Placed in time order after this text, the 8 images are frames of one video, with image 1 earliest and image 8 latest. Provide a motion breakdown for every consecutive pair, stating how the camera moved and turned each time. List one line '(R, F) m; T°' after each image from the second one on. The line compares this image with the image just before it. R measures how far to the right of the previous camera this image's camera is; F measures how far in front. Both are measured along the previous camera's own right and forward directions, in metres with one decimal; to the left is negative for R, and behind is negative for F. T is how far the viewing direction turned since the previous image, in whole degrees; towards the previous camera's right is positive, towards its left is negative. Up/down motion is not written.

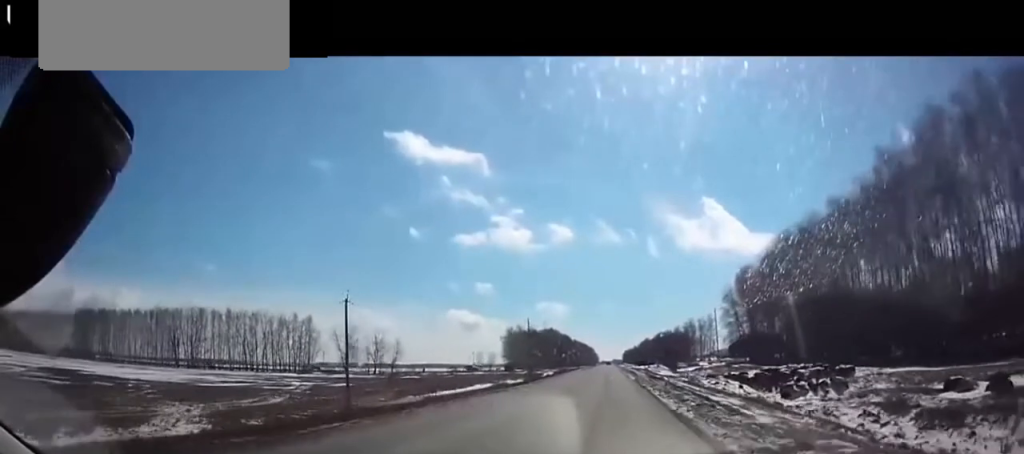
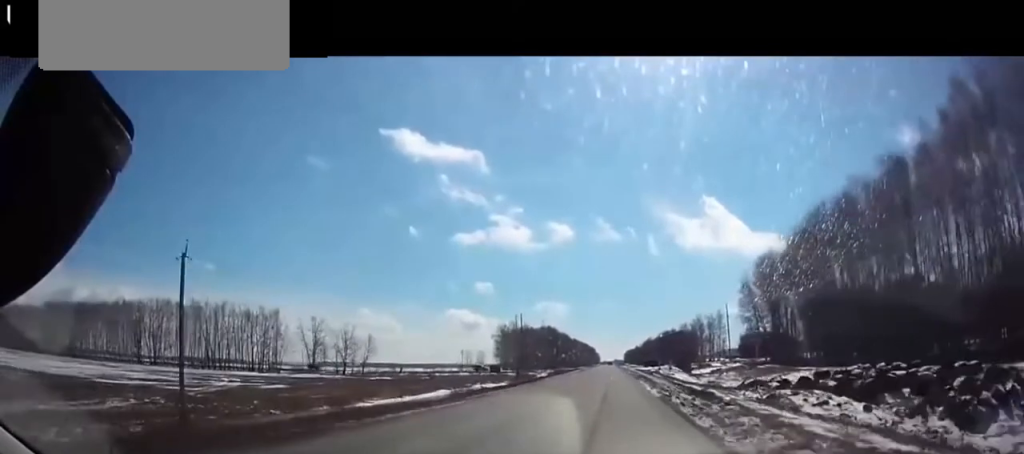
(+0.1, +19.5) m; 0°
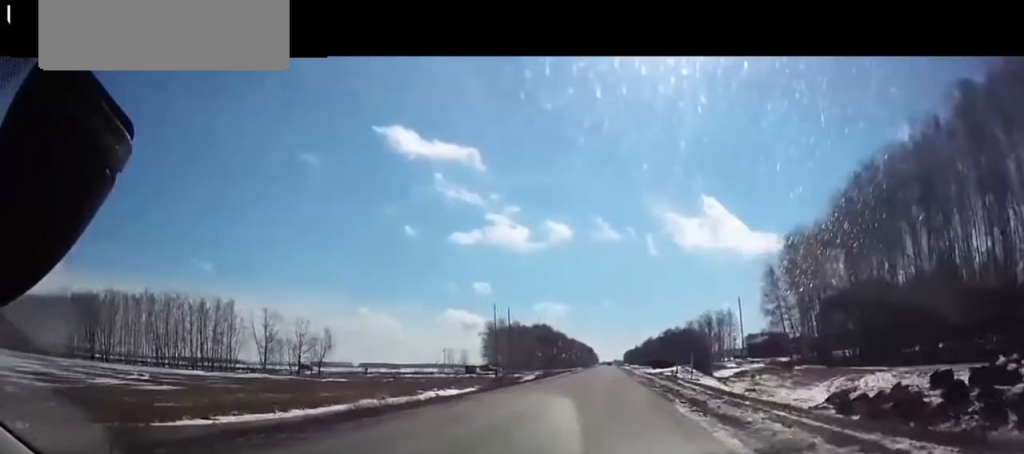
(-0.2, +21.7) m; 0°
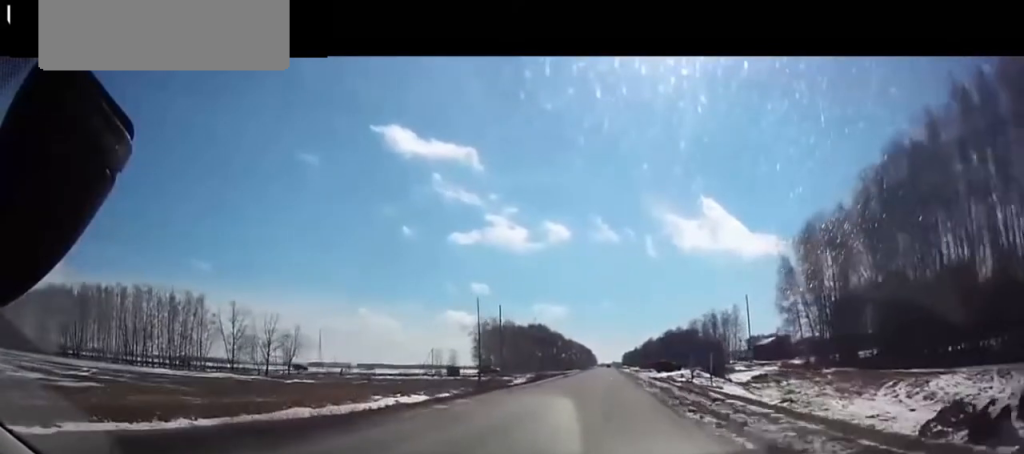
(+0.1, +11.9) m; 0°
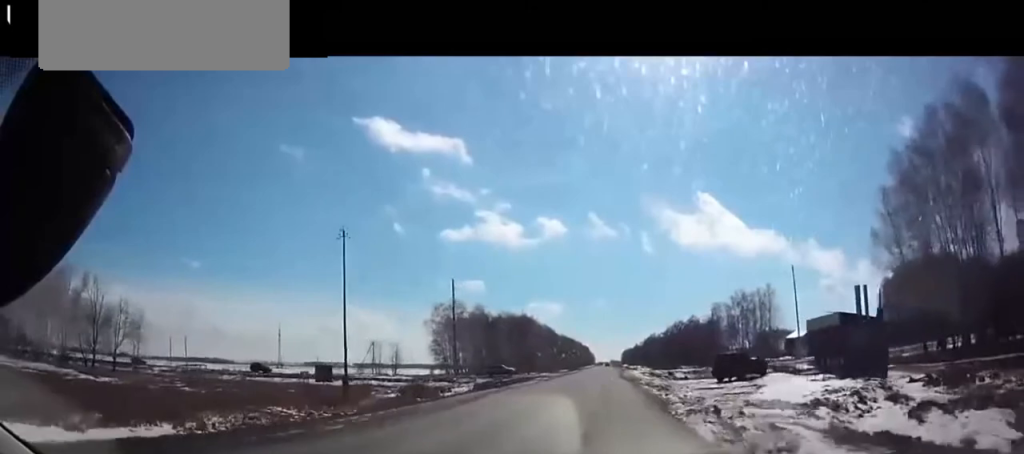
(-0.1, +44.6) m; 0°
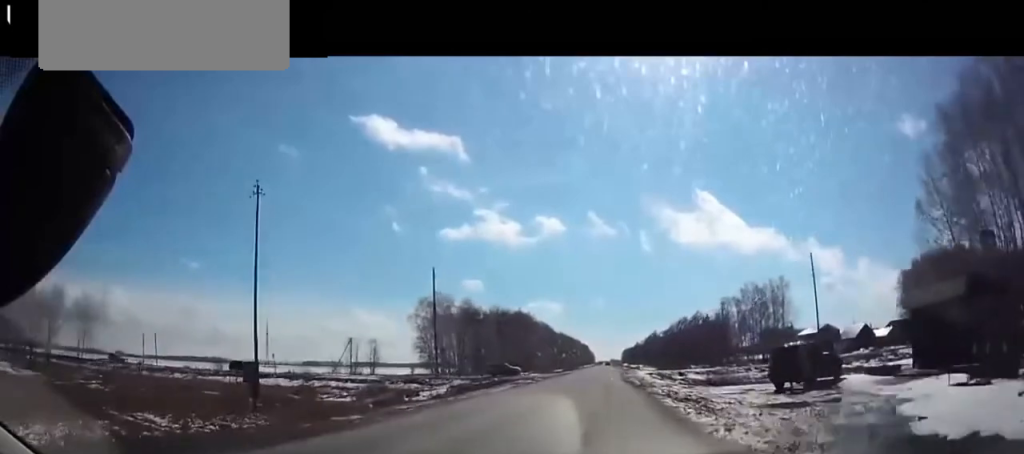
(0.0, +12.0) m; 0°
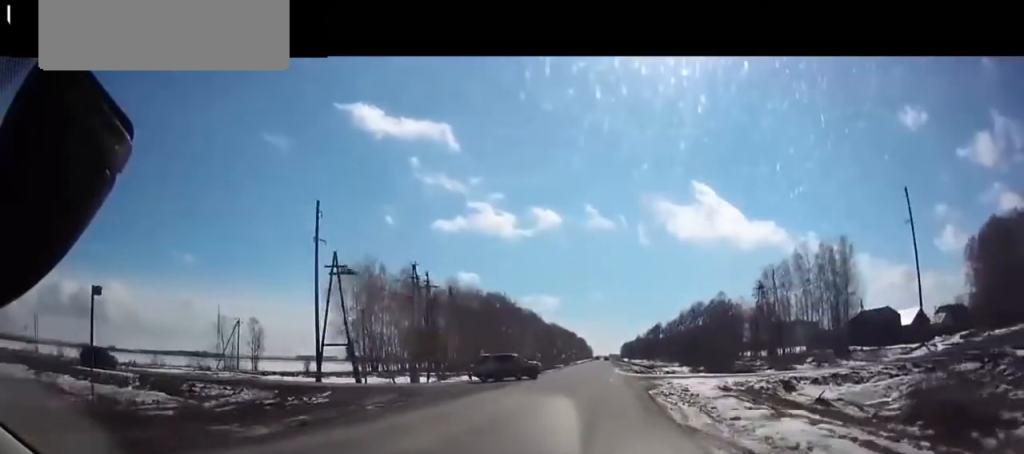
(+0.4, +36.1) m; +2°
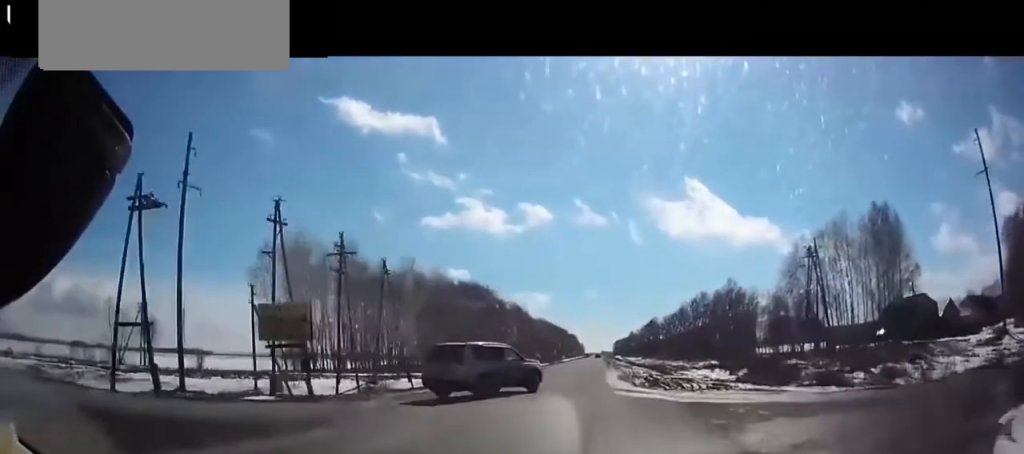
(+0.2, +17.0) m; +2°
